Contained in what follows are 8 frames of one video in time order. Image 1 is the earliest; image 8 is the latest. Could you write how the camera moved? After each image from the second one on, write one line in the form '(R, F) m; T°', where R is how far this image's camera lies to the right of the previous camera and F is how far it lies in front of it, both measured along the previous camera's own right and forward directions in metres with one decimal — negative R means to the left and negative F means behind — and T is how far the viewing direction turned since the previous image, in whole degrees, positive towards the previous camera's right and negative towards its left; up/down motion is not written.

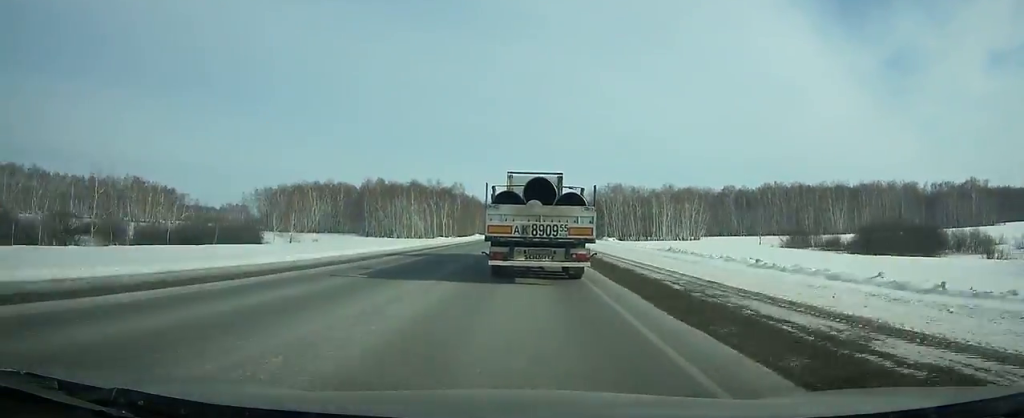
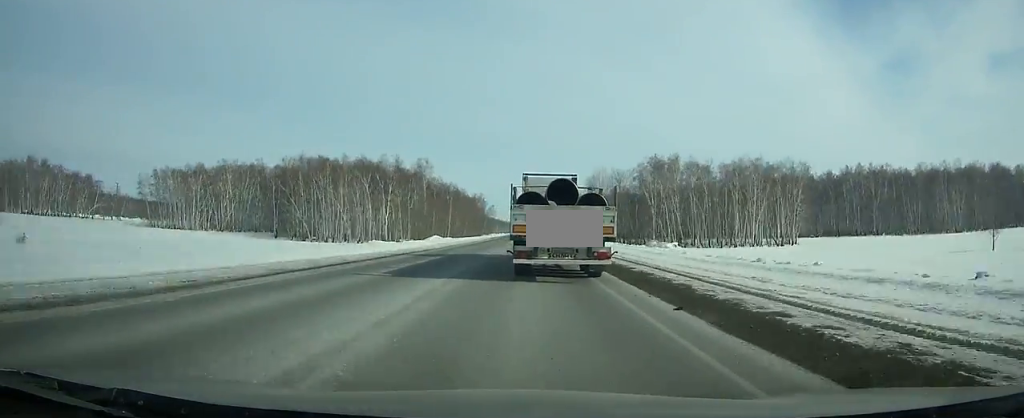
(-0.1, +70.4) m; 0°
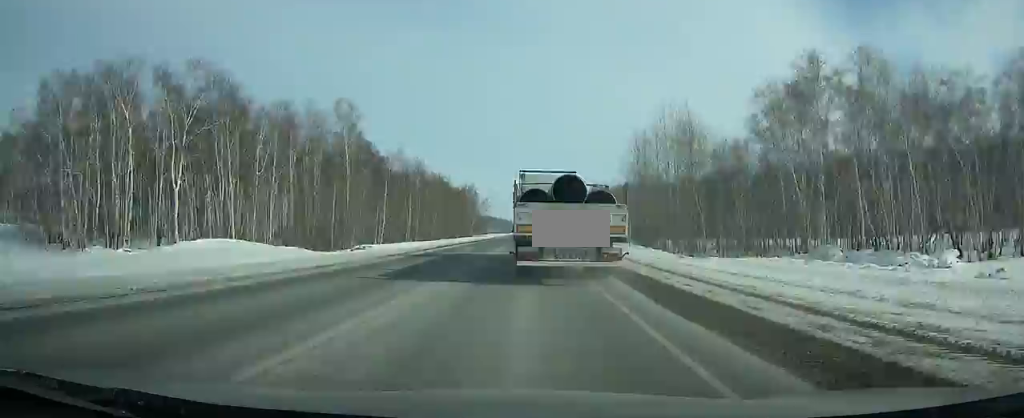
(+0.2, +65.8) m; 0°
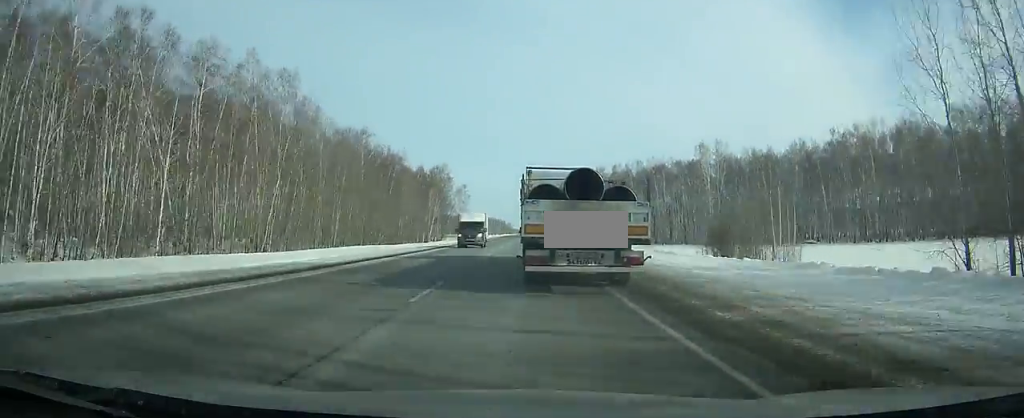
(-0.3, +77.7) m; -1°
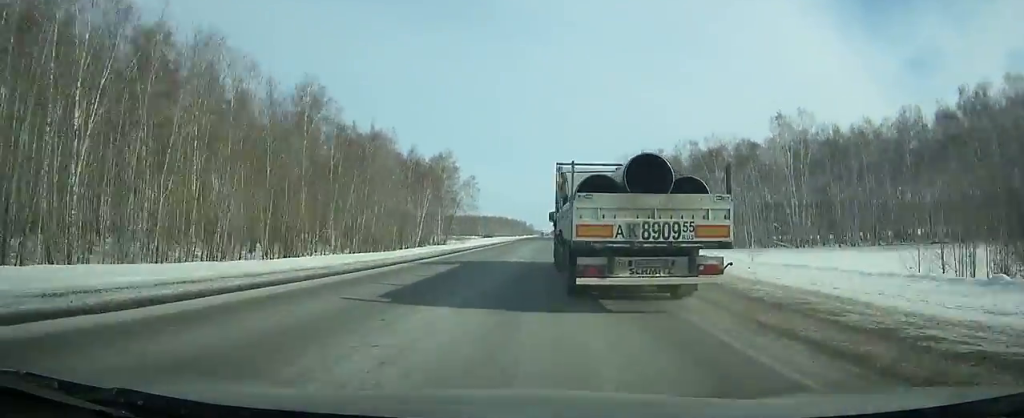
(-0.2, +34.7) m; 0°
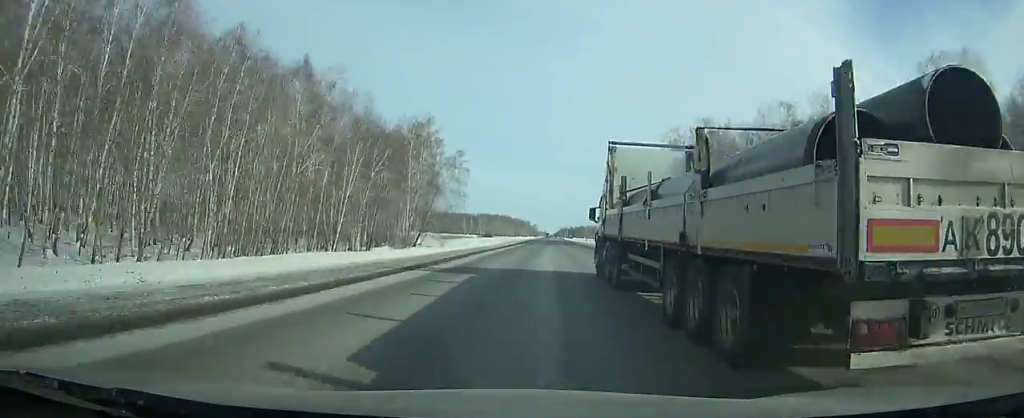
(-0.1, +40.2) m; 0°
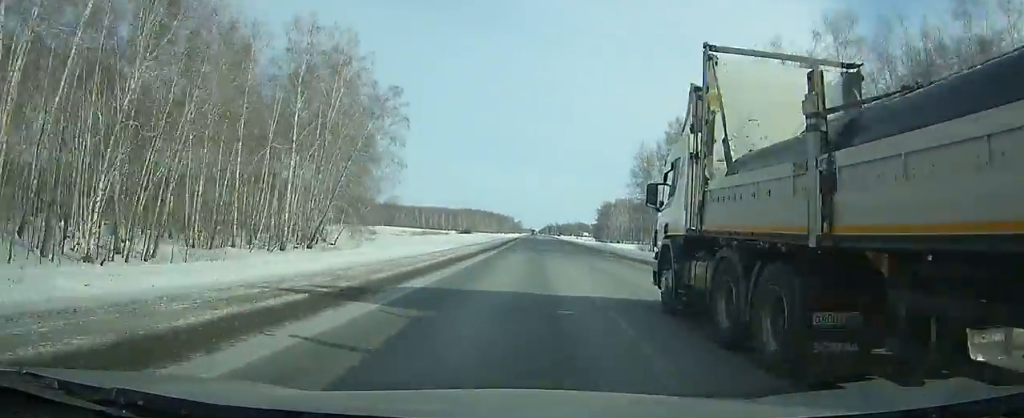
(0.0, +42.6) m; +1°
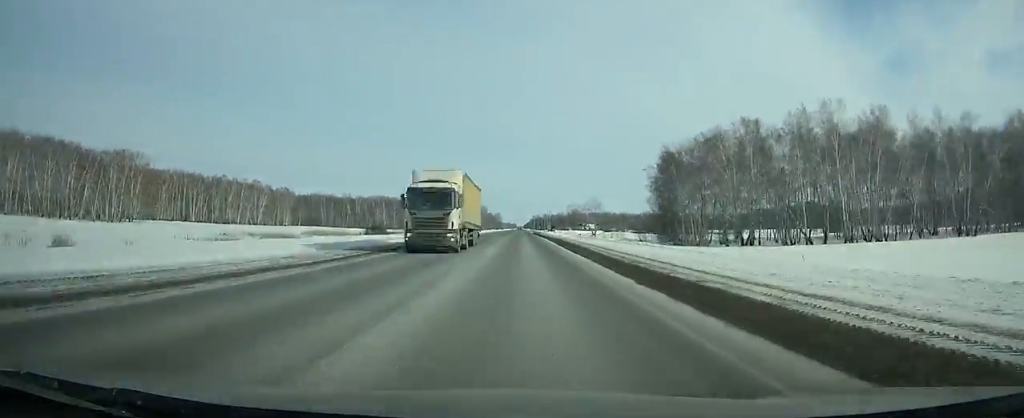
(+2.5, +158.9) m; 0°
